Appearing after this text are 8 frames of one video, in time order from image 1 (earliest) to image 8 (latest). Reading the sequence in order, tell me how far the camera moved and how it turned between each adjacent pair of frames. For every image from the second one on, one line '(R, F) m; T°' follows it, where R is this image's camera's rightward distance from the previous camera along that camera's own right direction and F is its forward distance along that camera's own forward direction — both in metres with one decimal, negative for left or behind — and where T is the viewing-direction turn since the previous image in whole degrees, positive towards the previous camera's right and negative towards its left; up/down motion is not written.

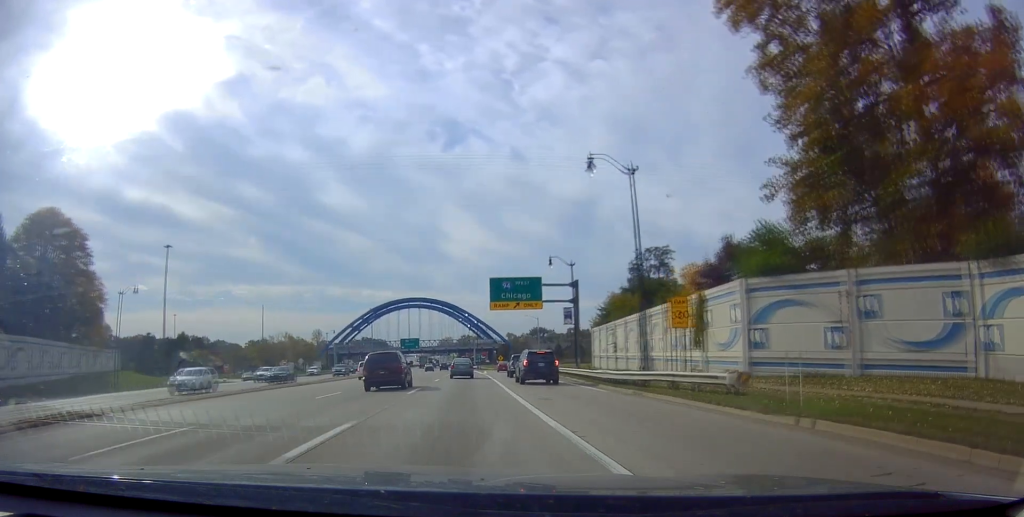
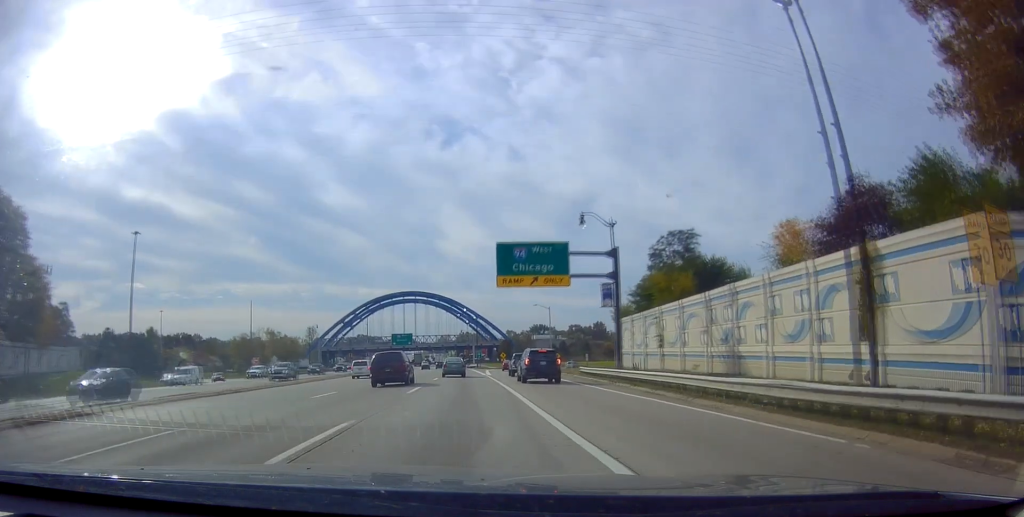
(-0.2, +15.1) m; 0°
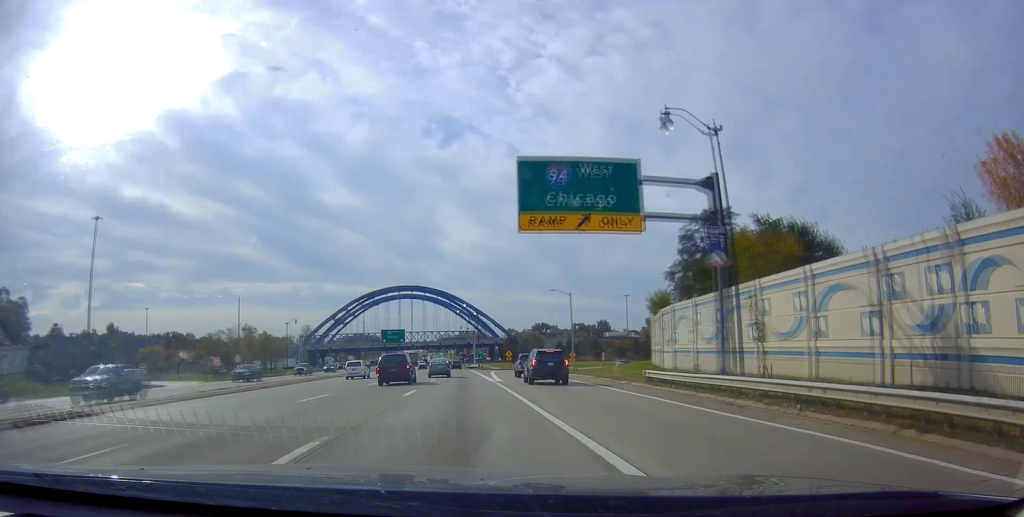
(+0.2, +17.1) m; +1°
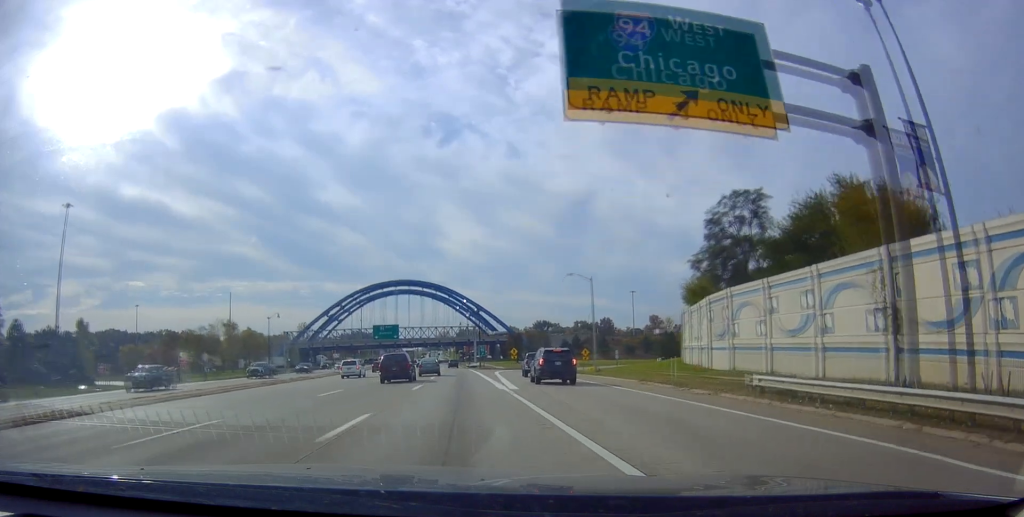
(+0.1, +11.5) m; 0°
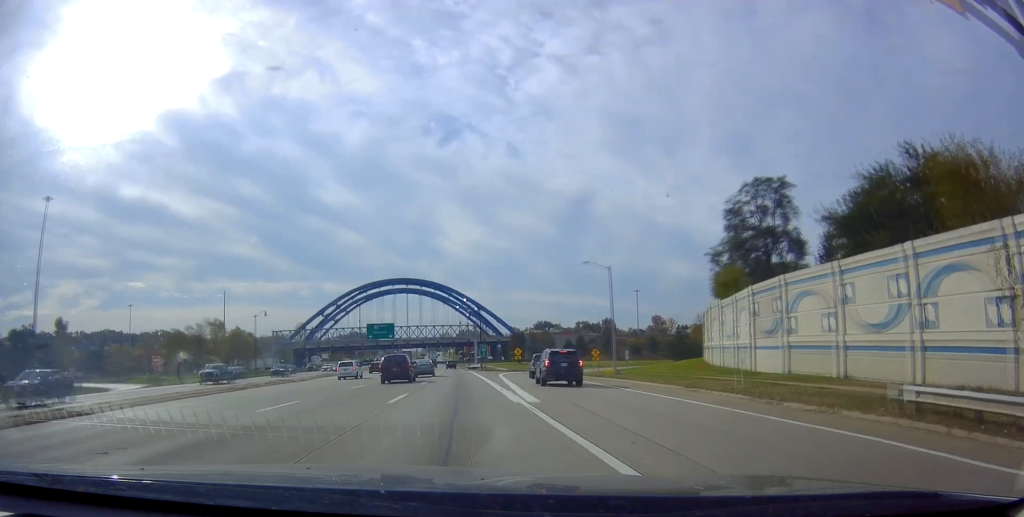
(+0.1, +7.3) m; -1°
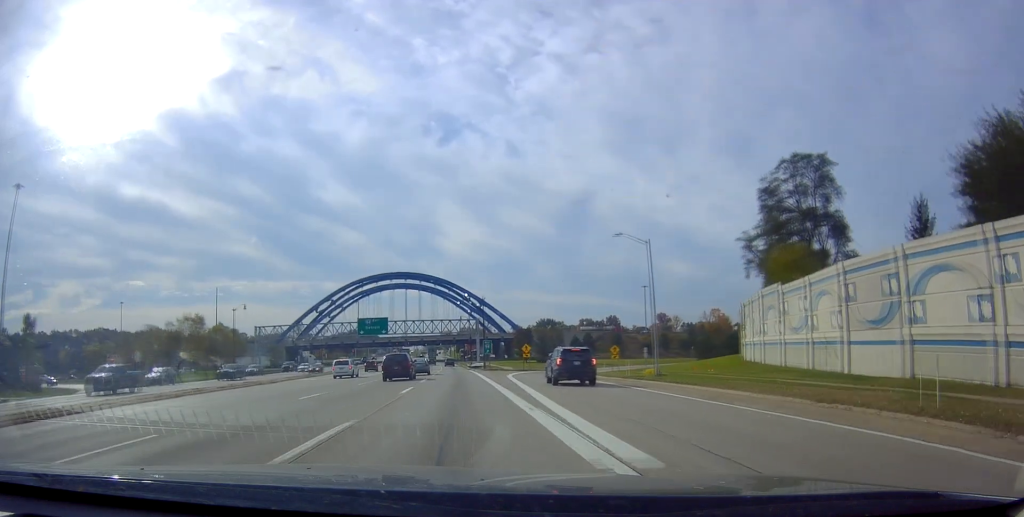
(-0.1, +10.4) m; -1°
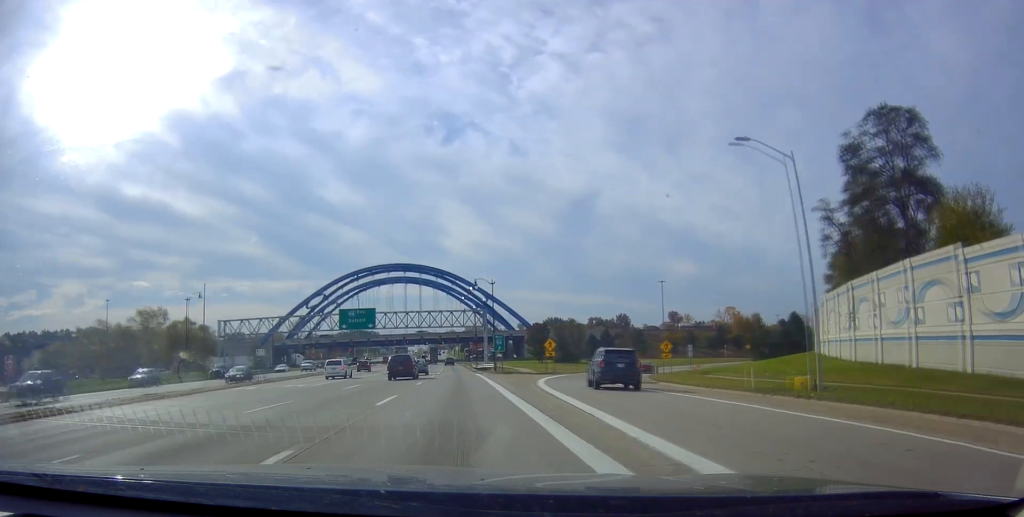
(-0.4, +18.0) m; -1°
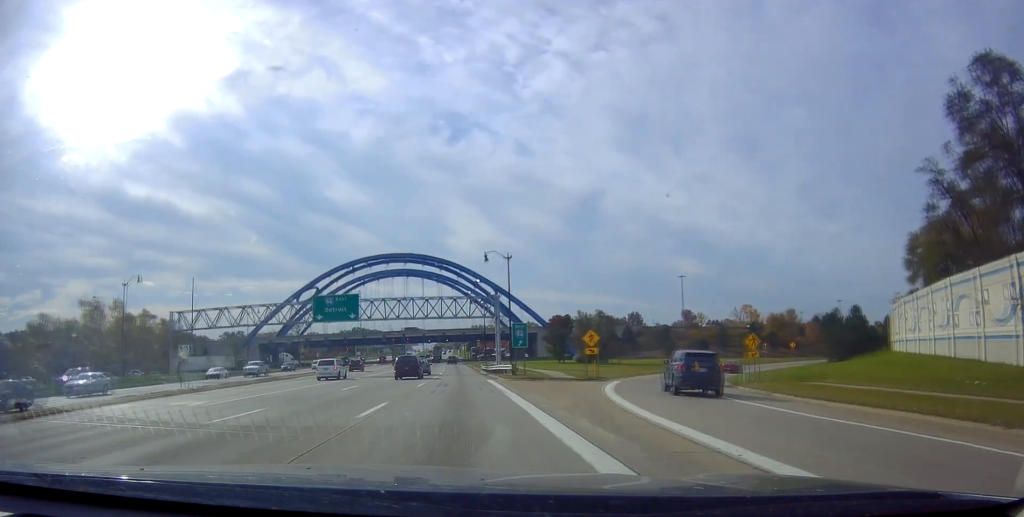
(-0.2, +17.0) m; +1°
